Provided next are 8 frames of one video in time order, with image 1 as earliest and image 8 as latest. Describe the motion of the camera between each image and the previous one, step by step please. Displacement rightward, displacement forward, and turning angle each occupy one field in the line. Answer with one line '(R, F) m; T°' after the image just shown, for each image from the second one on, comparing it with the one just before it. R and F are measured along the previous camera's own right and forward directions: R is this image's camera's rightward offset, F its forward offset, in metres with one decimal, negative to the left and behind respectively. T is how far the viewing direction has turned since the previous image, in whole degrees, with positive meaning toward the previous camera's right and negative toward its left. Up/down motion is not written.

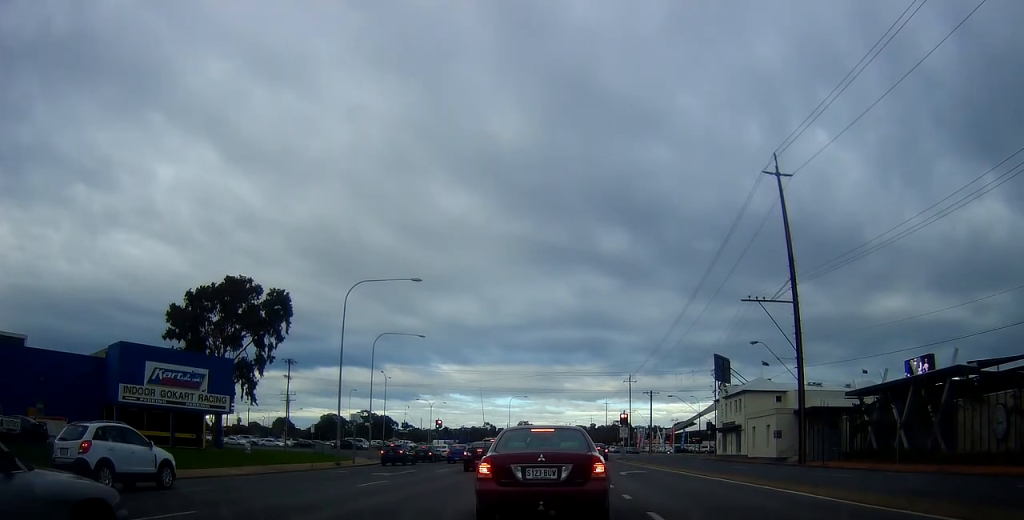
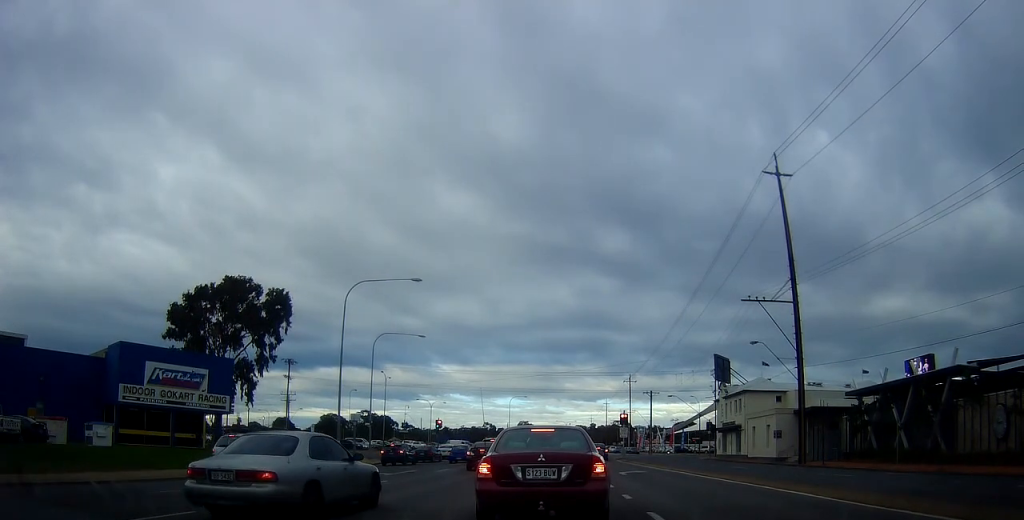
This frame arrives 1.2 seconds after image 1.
(0.0, 0.0) m; 0°
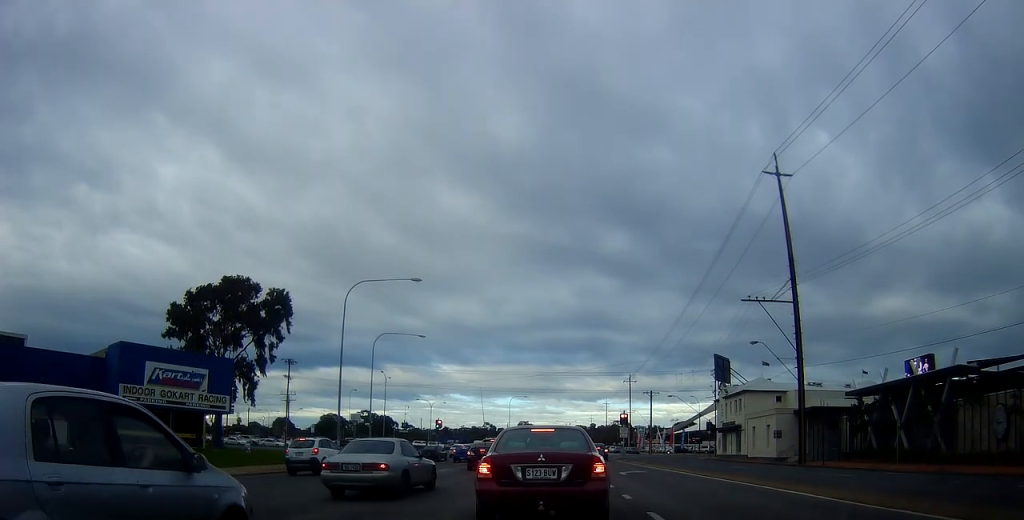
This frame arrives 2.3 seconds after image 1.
(0.0, 0.0) m; 0°
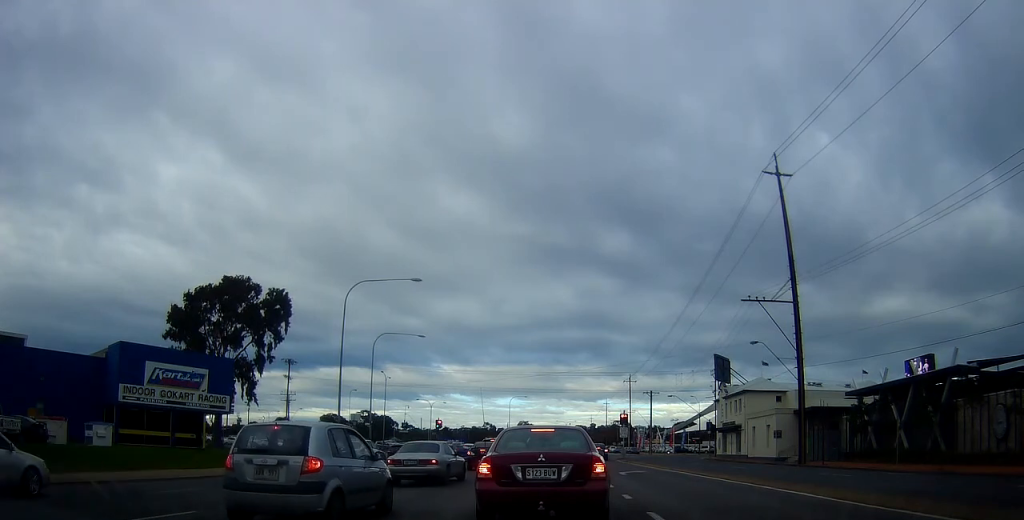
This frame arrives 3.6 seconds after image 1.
(0.0, 0.0) m; 0°
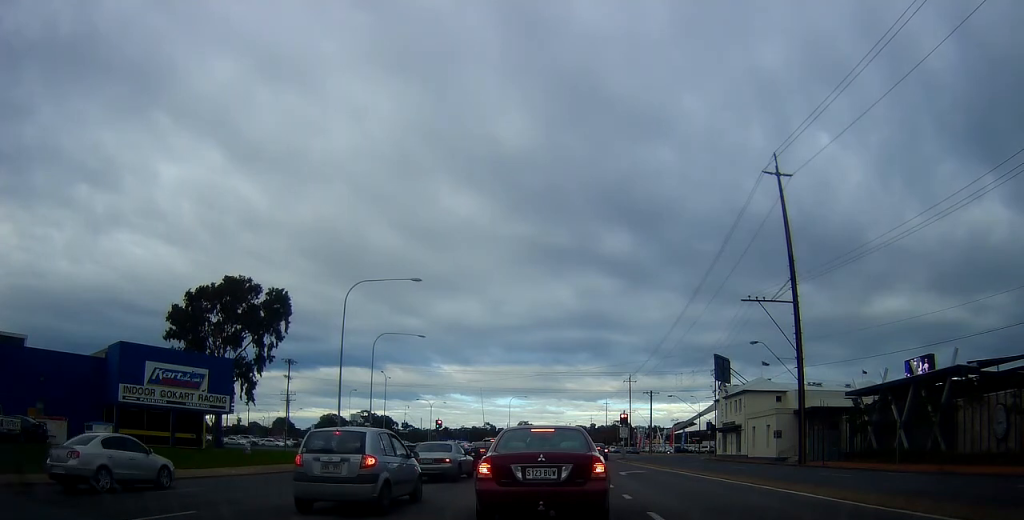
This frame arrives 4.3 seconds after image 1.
(0.0, 0.0) m; 0°
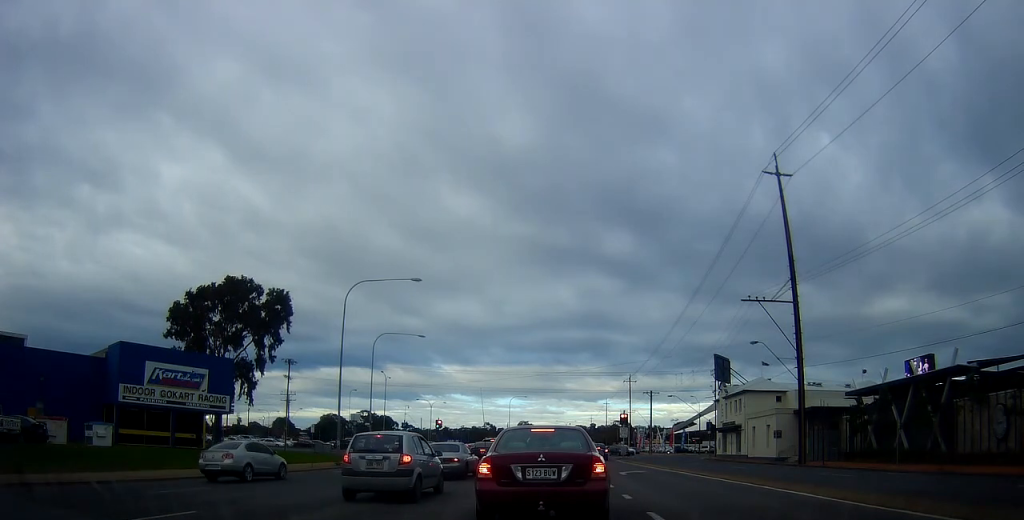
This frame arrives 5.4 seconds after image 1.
(0.0, 0.0) m; 0°
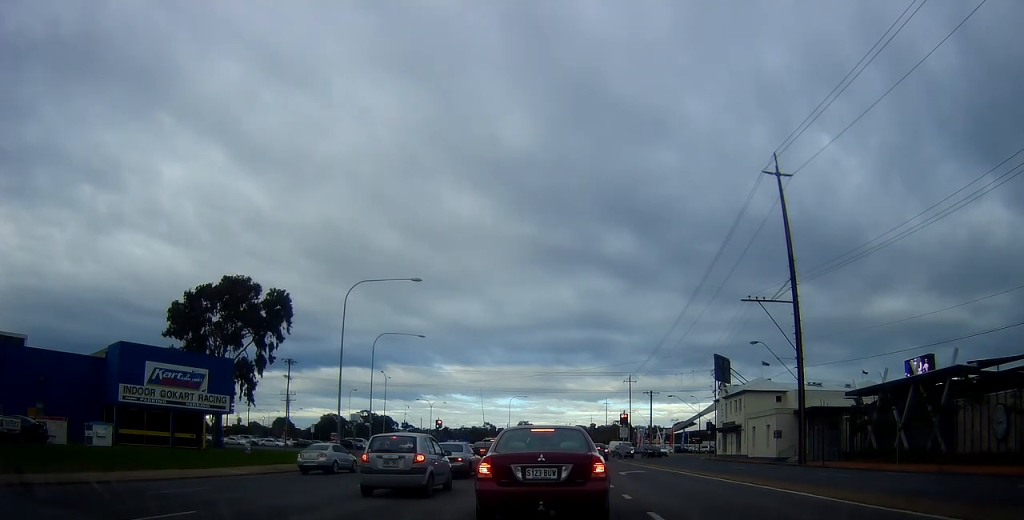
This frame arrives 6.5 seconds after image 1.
(0.0, 0.0) m; 0°
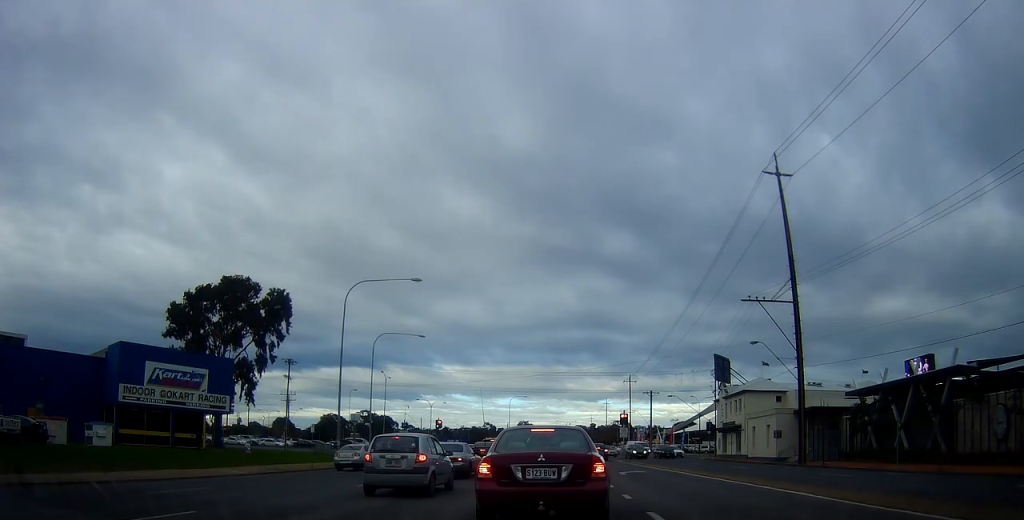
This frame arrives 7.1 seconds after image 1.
(0.0, 0.0) m; 0°
